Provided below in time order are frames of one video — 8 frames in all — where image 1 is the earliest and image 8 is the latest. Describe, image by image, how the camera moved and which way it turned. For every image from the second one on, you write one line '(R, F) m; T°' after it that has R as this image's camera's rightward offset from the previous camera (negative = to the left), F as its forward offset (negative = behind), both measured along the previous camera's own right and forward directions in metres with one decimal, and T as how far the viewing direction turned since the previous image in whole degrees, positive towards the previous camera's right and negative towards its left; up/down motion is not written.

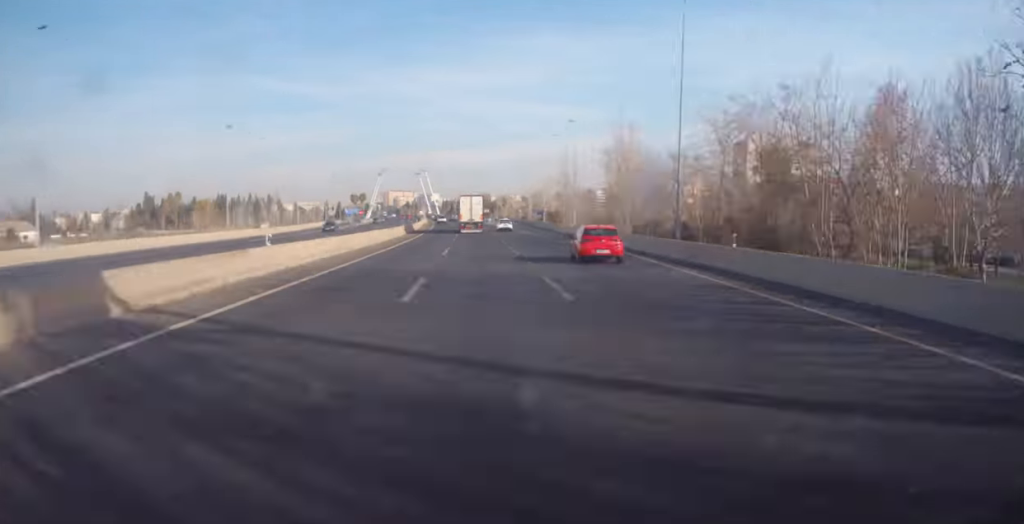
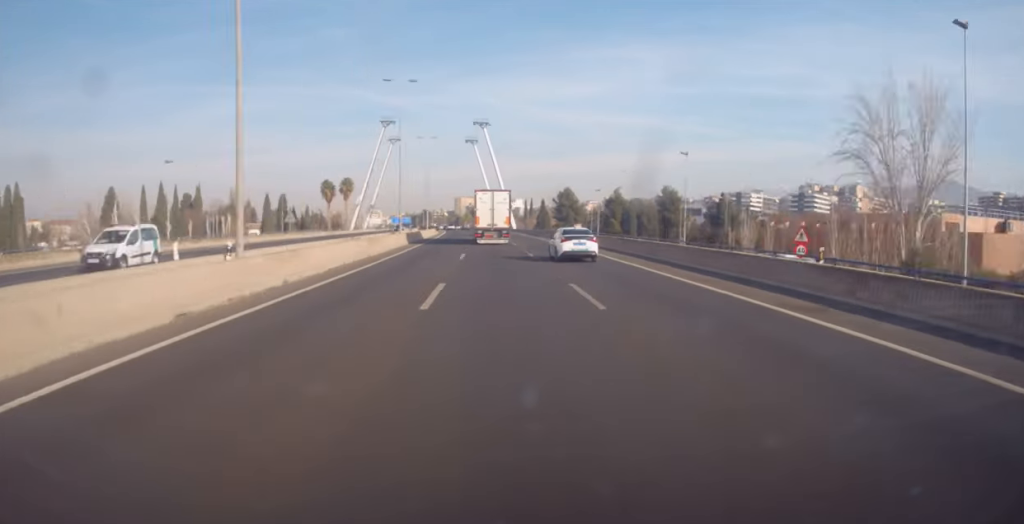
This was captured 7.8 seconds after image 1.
(-10.7, +207.7) m; -6°
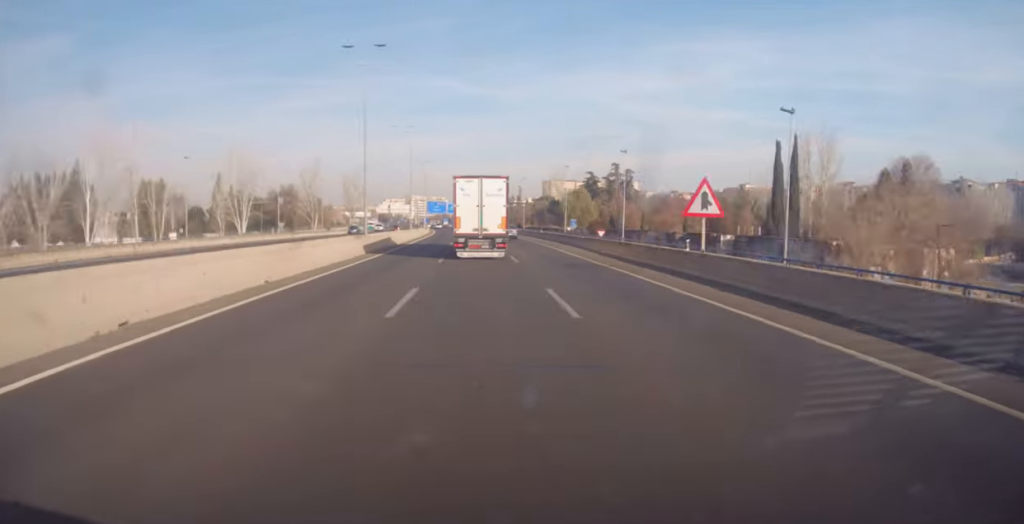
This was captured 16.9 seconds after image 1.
(-16.5, +240.2) m; -7°
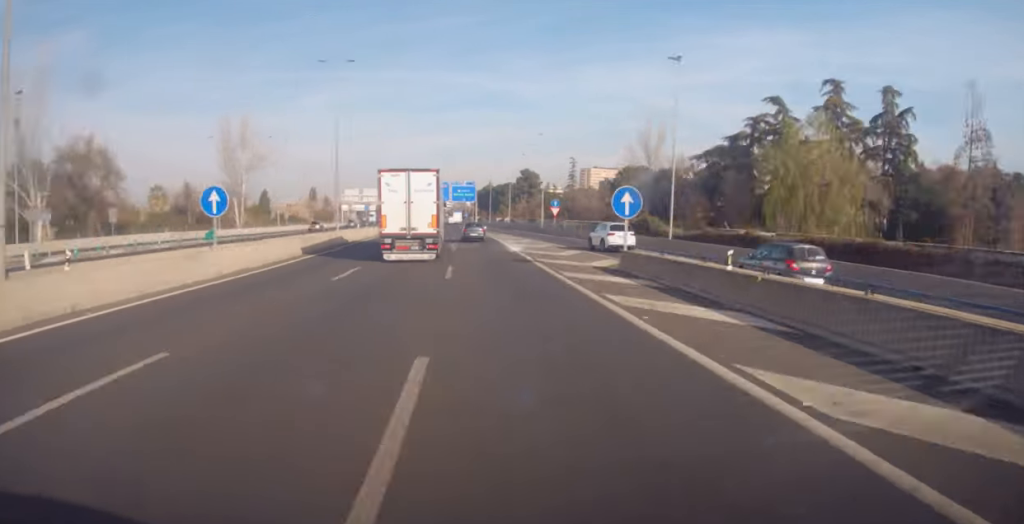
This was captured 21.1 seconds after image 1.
(-2.3, +108.2) m; -4°
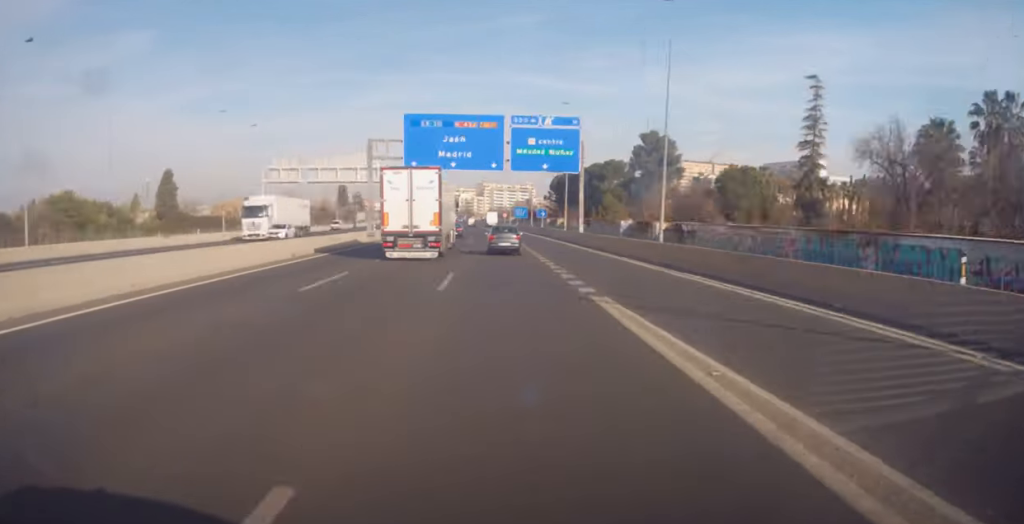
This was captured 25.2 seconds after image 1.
(-4.4, +94.9) m; -3°
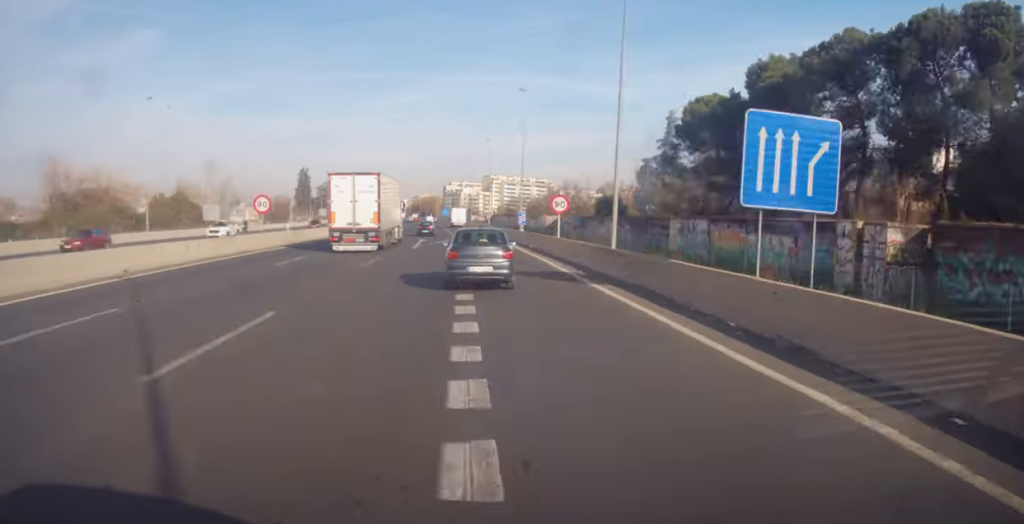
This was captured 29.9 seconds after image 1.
(-3.8, +101.8) m; -3°
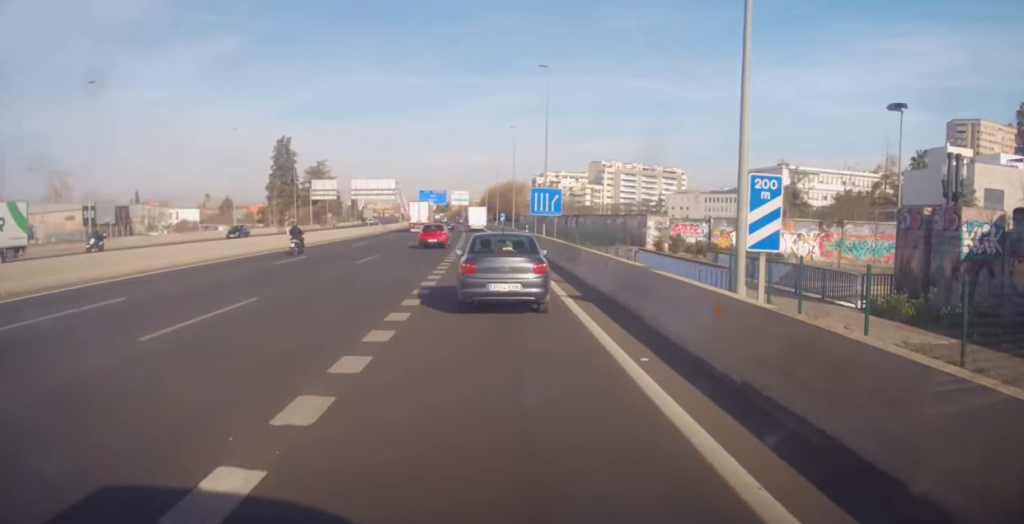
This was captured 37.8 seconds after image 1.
(-3.2, +143.7) m; -4°
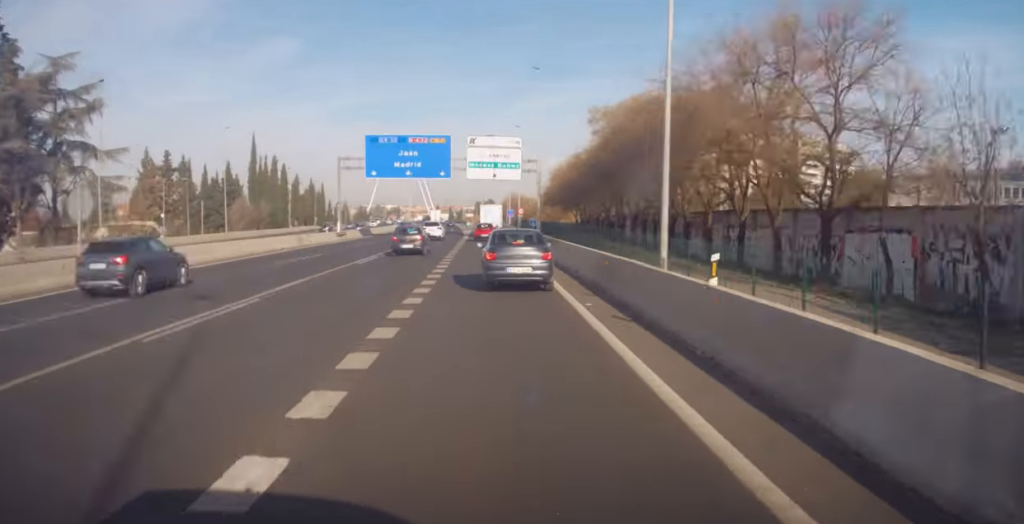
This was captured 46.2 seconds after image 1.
(-7.5, +129.6) m; -6°
